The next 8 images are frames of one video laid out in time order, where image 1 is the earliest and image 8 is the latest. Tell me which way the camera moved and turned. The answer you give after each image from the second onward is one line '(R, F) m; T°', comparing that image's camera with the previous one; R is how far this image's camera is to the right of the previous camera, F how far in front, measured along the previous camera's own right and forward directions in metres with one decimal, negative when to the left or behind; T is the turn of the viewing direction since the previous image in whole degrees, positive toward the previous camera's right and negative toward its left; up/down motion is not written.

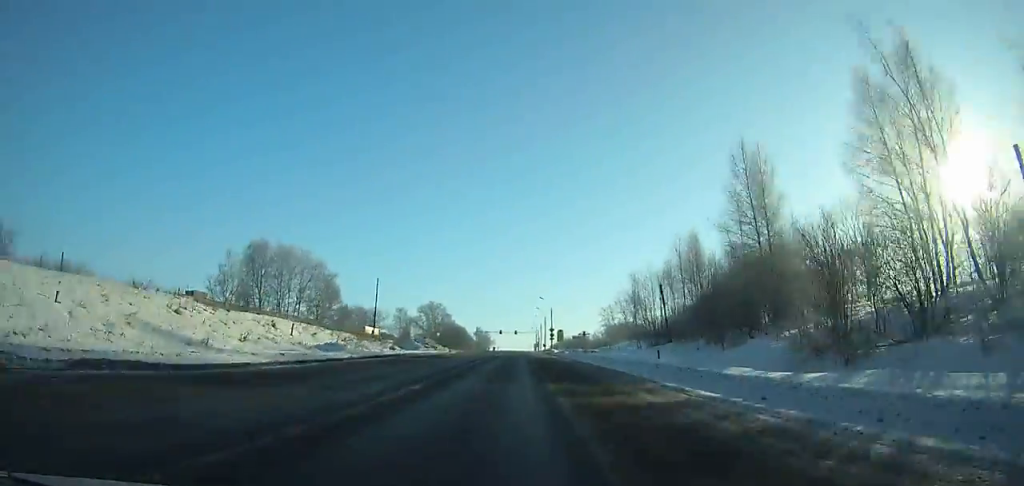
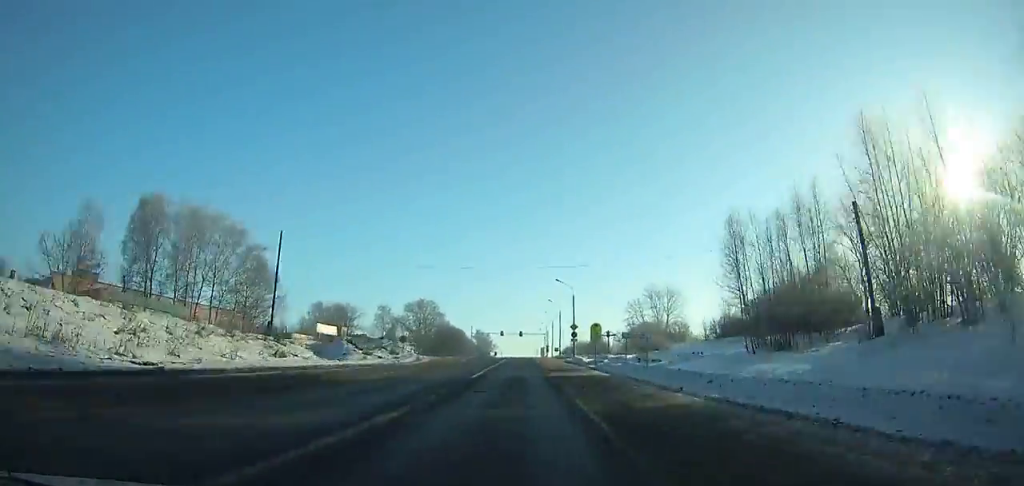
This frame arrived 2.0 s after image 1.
(-0.1, +37.8) m; 0°
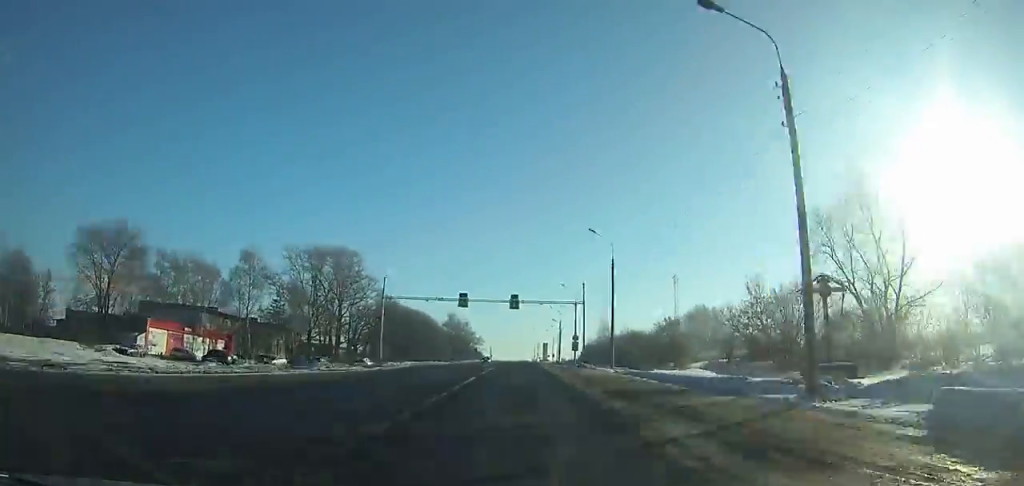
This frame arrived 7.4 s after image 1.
(+0.2, +99.8) m; 0°
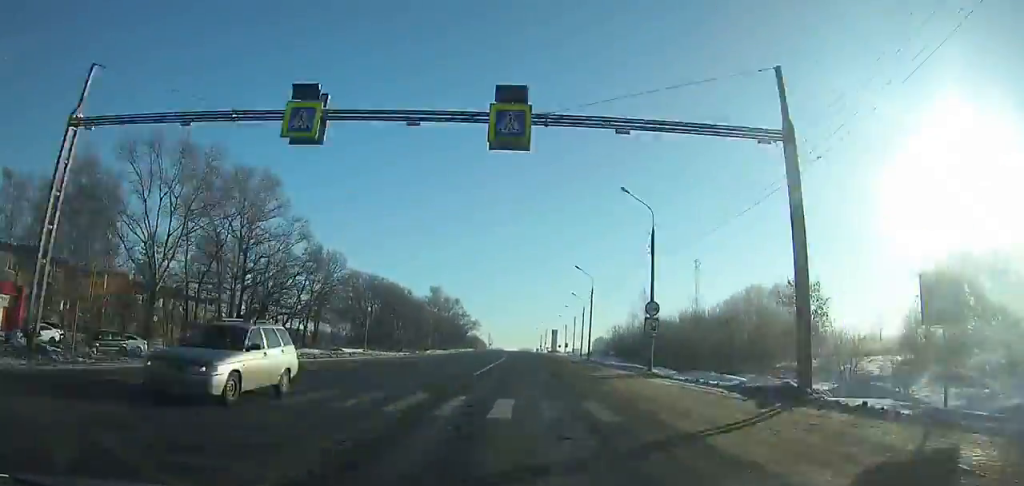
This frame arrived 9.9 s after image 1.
(0.0, +45.6) m; 0°
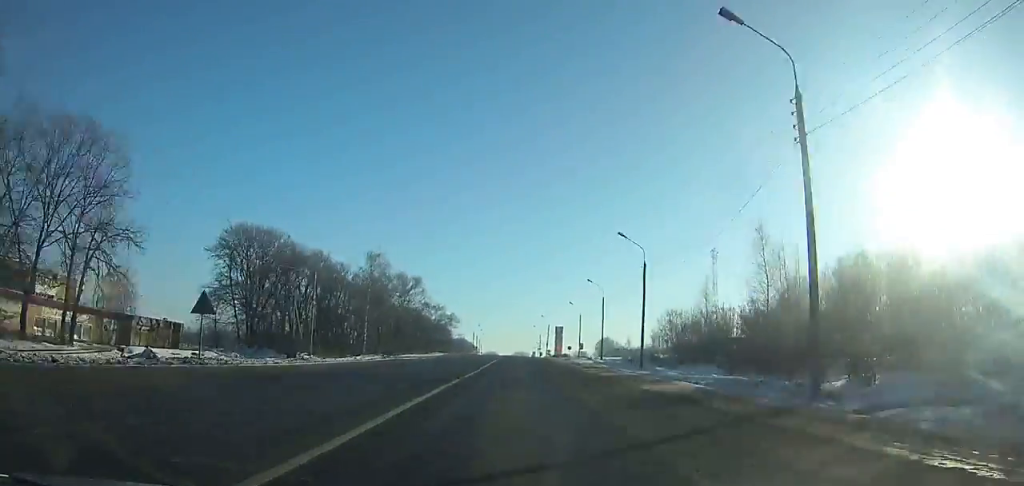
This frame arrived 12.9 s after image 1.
(0.0, +54.7) m; 0°
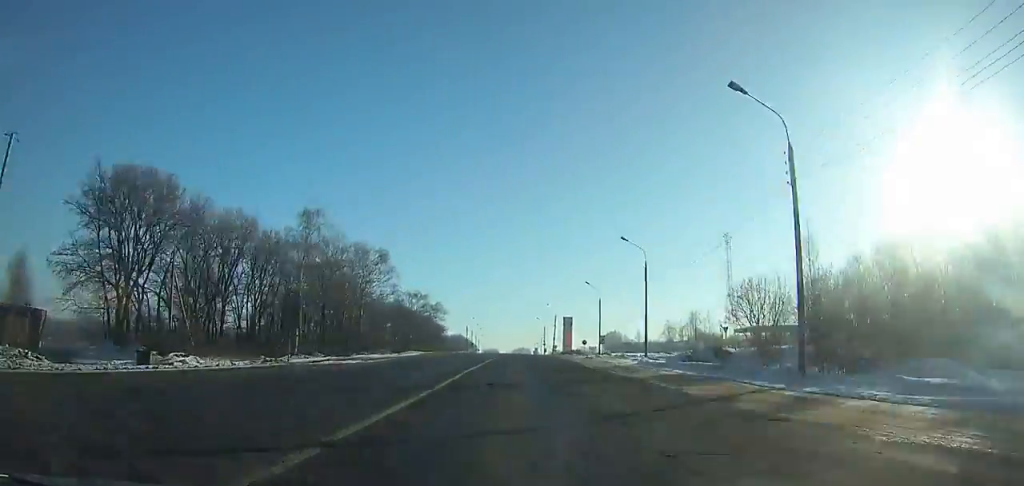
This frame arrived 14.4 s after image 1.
(0.0, +27.3) m; 0°
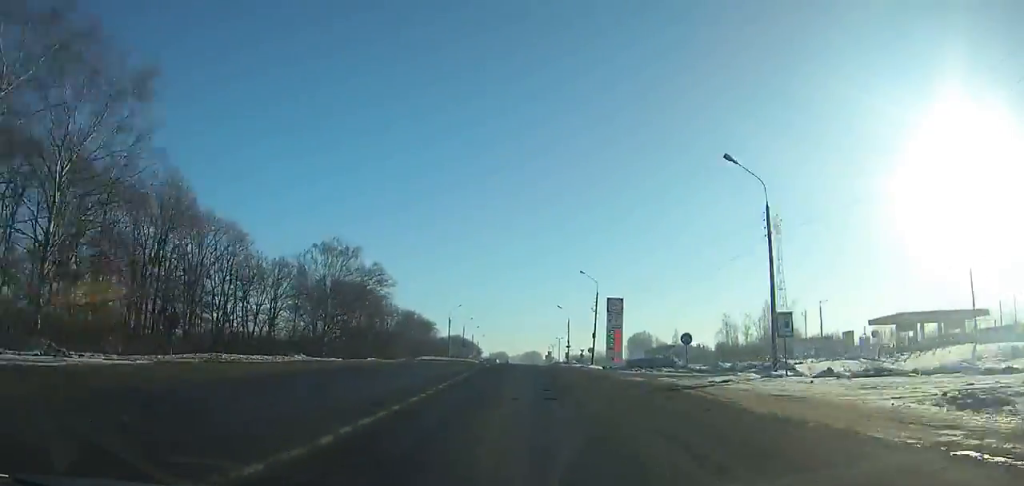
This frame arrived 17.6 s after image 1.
(-0.2, +58.3) m; -1°
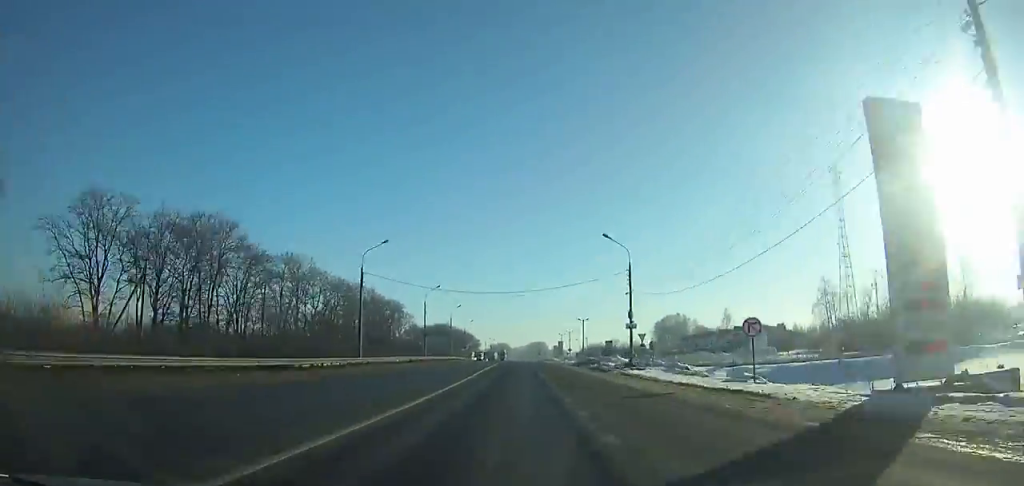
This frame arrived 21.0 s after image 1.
(-0.5, +62.2) m; -1°
